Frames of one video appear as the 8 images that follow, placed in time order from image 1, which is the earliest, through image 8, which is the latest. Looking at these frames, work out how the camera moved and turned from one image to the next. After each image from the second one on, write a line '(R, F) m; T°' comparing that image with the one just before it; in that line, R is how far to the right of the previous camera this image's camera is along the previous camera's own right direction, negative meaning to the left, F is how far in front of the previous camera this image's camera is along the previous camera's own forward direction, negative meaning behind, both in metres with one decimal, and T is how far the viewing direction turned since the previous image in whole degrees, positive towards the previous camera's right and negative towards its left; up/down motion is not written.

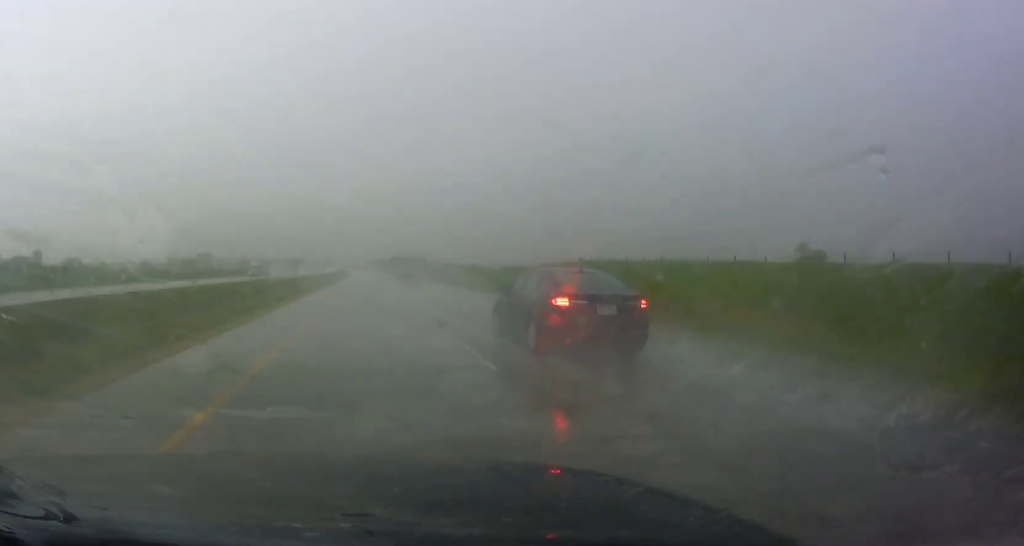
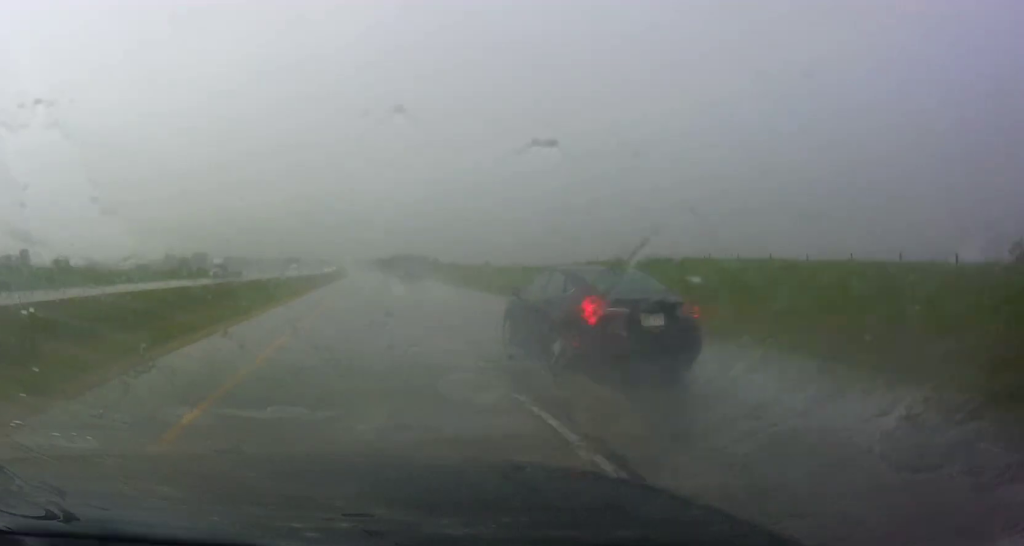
(0.0, +19.7) m; -1°
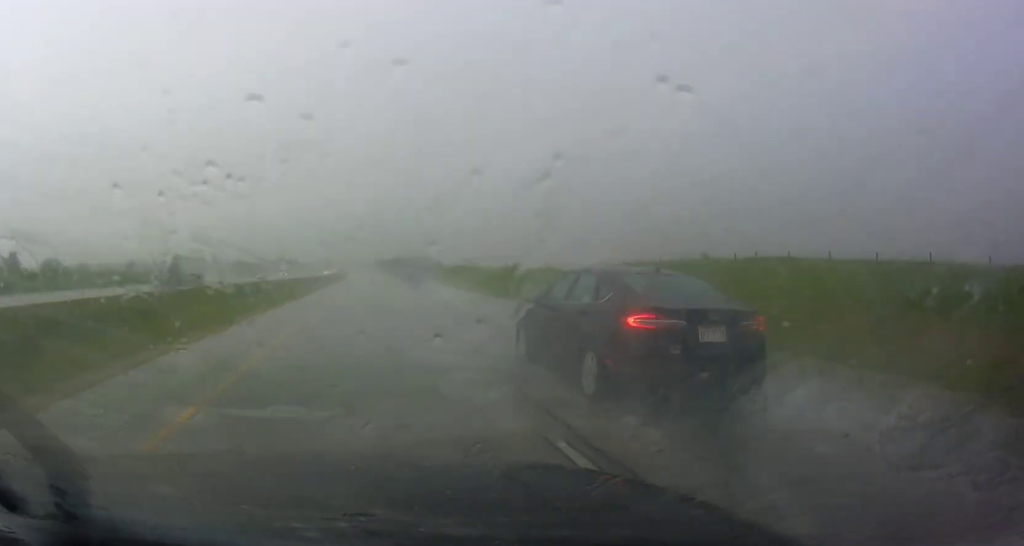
(-0.1, +17.2) m; 0°
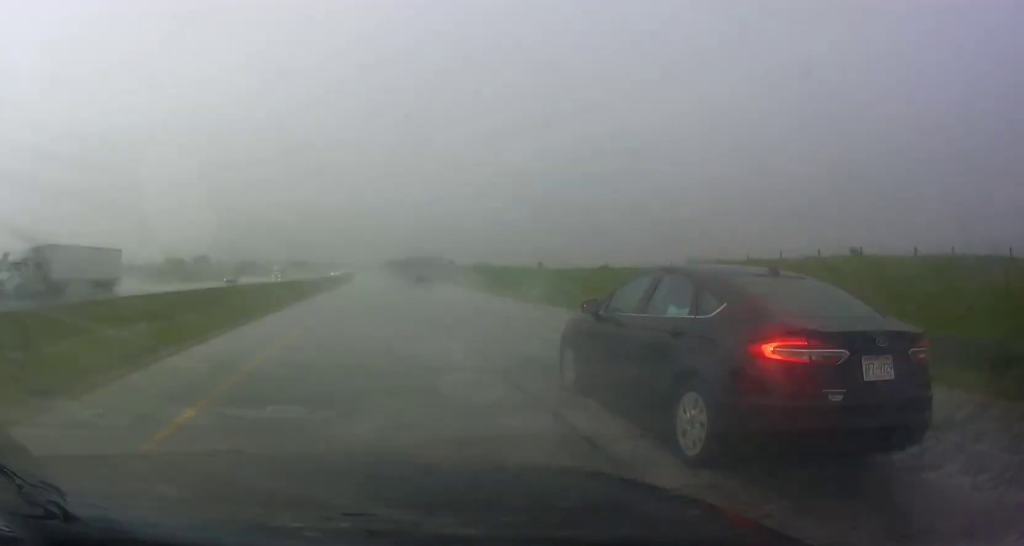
(-0.4, +20.3) m; 0°
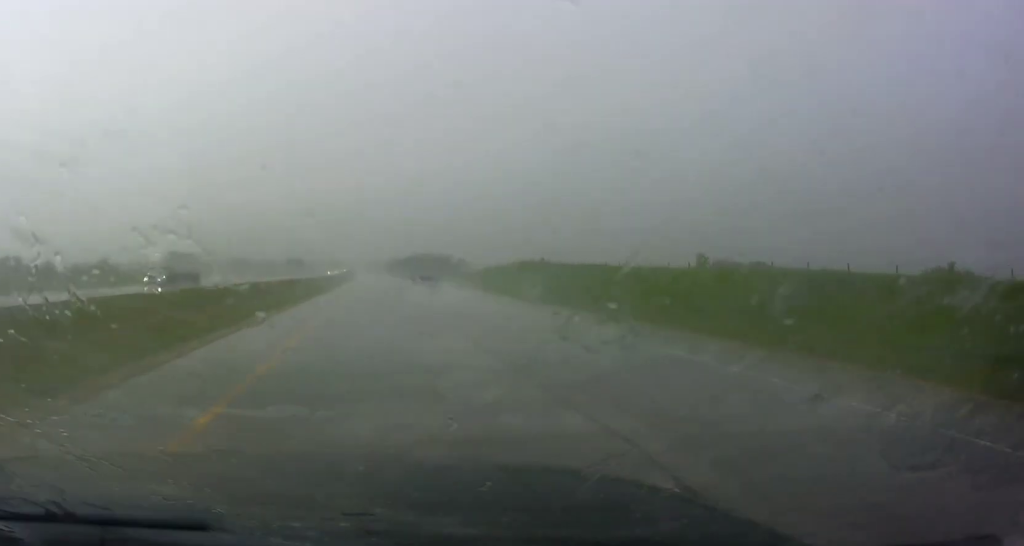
(+0.1, +55.7) m; -1°
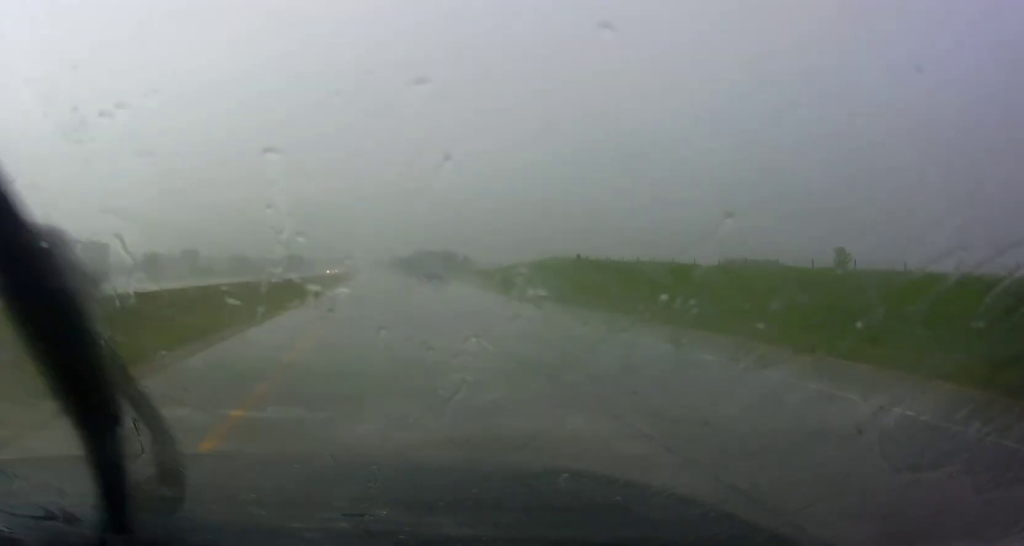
(-0.1, +20.1) m; 0°
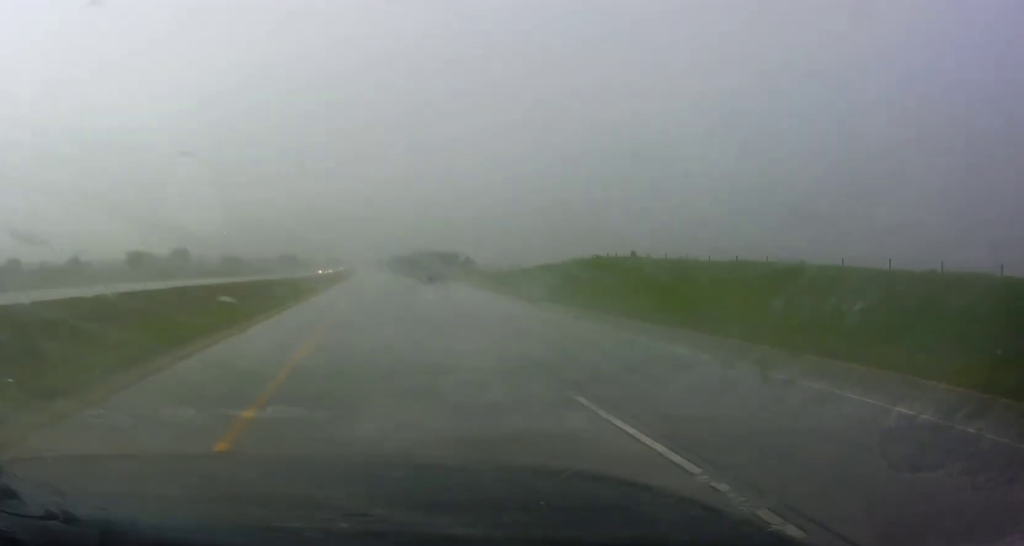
(0.0, +22.5) m; 0°
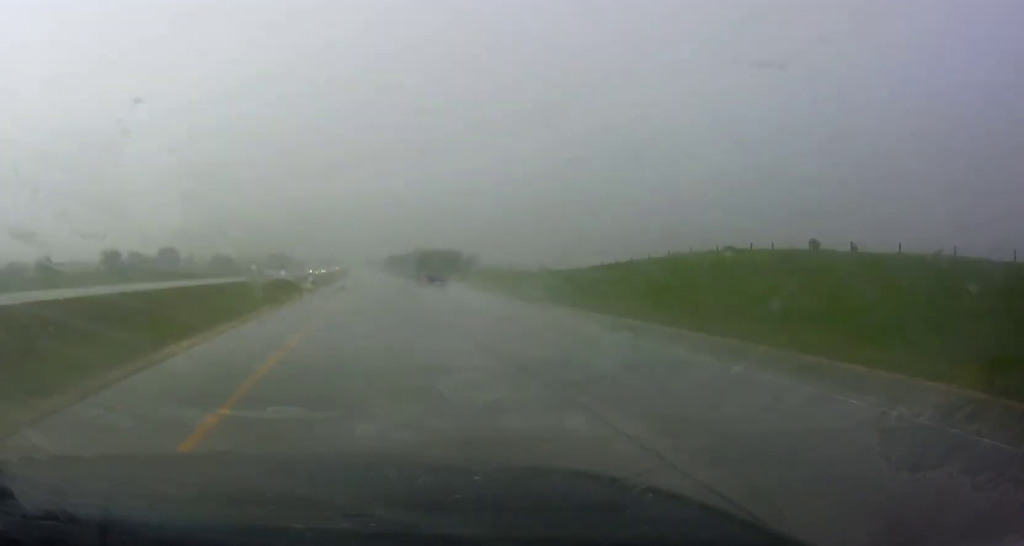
(+0.1, +35.4) m; +1°
